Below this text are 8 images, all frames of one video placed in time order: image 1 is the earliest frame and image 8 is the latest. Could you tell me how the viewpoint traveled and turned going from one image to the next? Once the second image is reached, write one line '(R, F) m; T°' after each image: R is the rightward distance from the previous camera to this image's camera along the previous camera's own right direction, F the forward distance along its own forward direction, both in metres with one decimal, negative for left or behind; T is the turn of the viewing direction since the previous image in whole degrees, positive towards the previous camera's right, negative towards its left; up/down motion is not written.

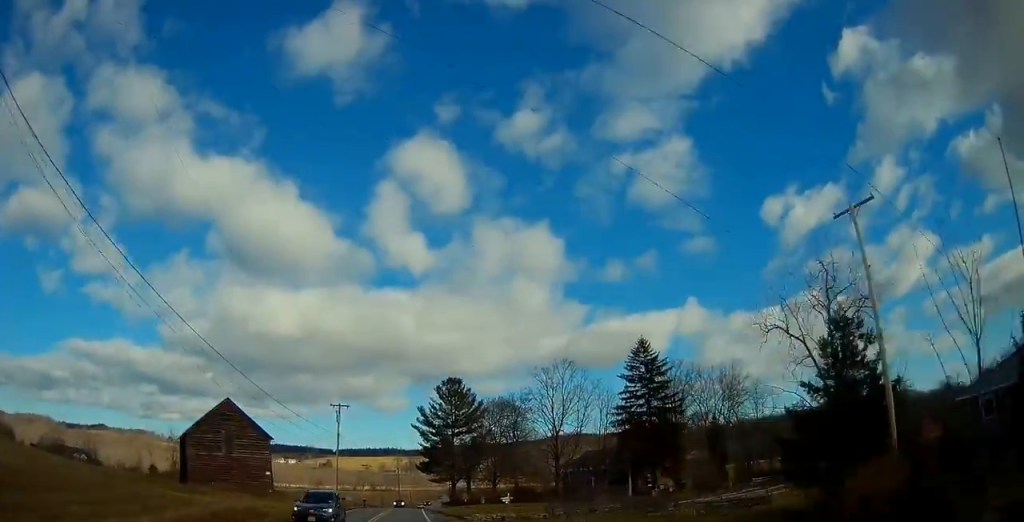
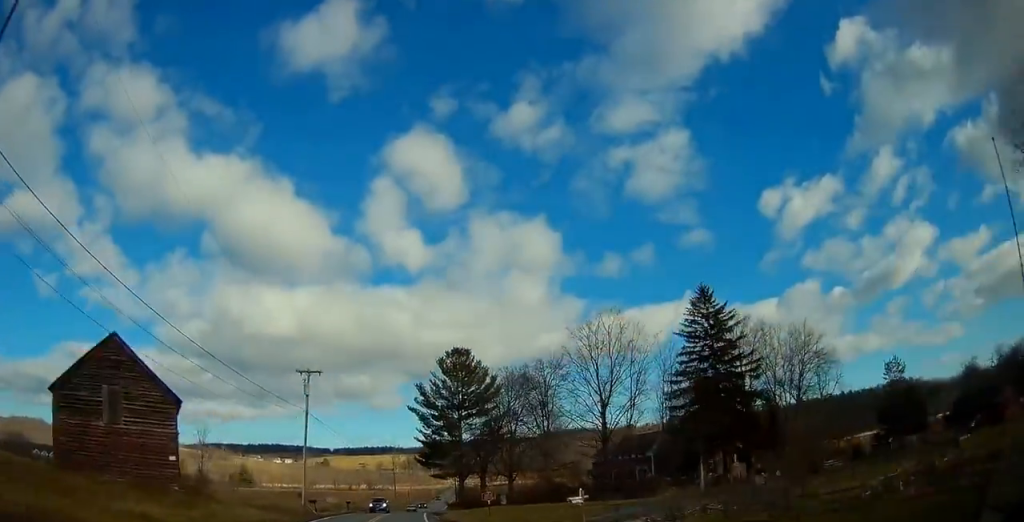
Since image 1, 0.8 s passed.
(-0.1, +19.6) m; 0°
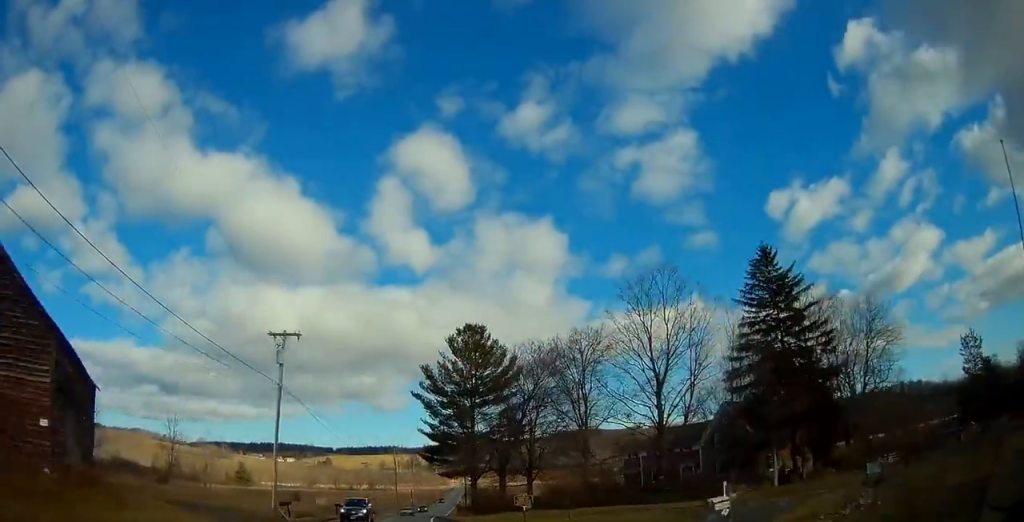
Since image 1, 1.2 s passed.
(0.0, +11.9) m; 0°
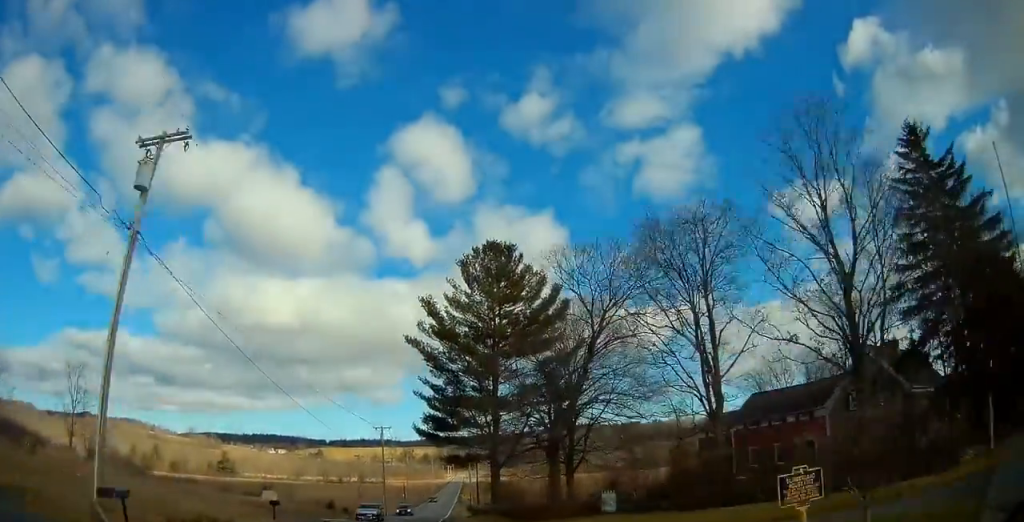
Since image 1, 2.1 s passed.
(0.0, +22.0) m; 0°
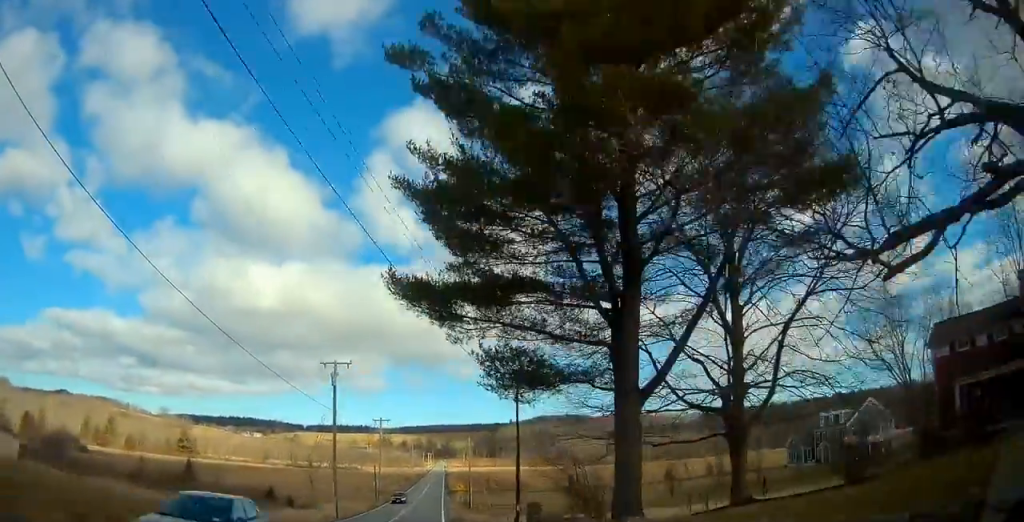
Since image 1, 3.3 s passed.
(+0.3, +31.3) m; +2°
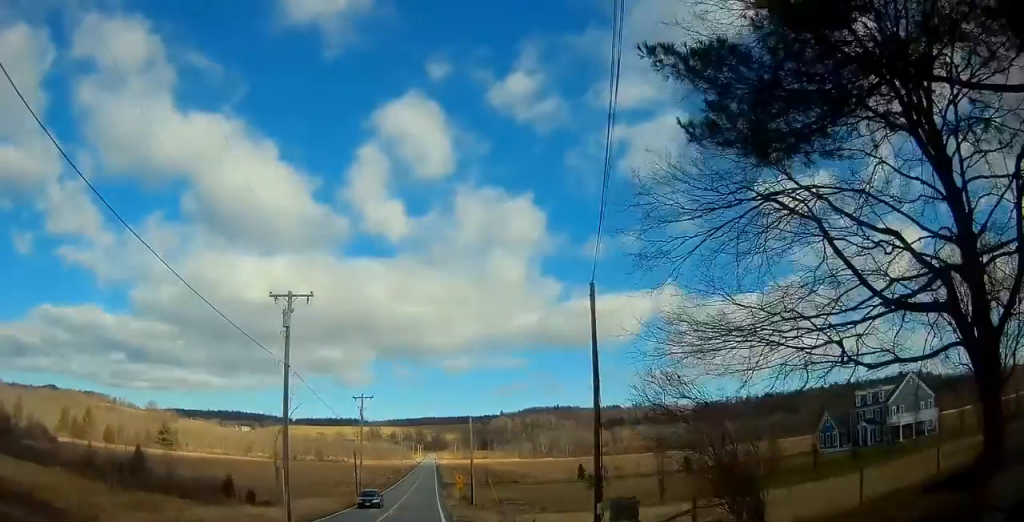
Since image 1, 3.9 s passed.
(+0.1, +13.6) m; +1°
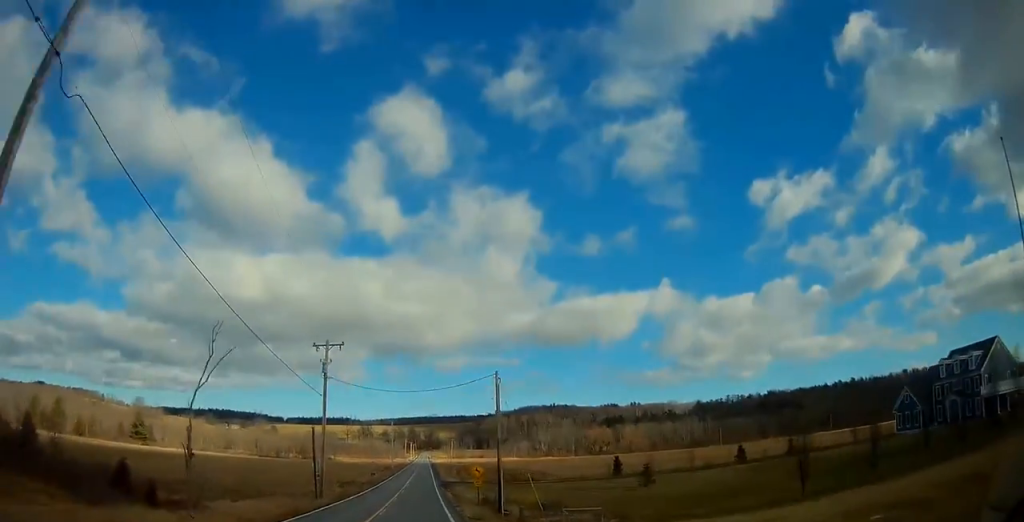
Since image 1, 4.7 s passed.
(+0.3, +22.3) m; +1°
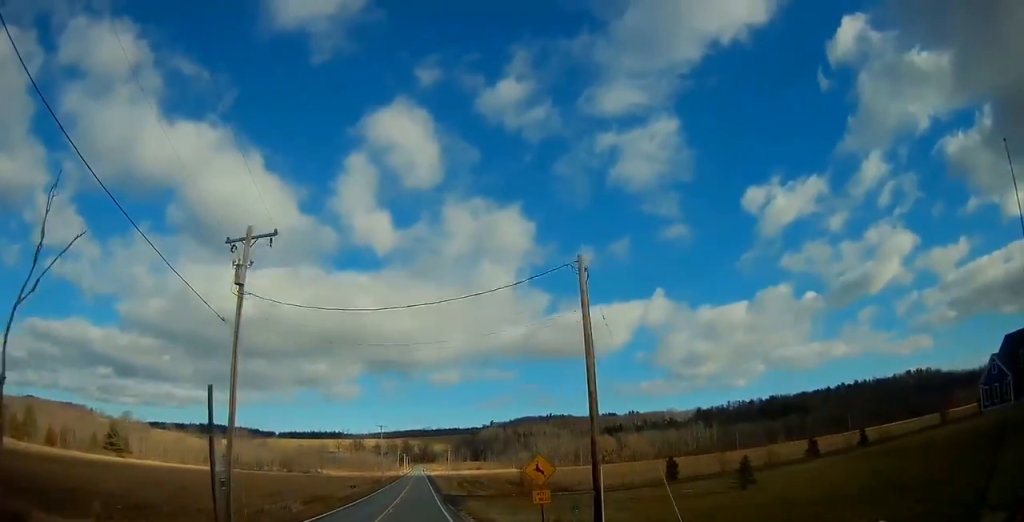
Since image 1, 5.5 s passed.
(+0.2, +19.7) m; +1°
